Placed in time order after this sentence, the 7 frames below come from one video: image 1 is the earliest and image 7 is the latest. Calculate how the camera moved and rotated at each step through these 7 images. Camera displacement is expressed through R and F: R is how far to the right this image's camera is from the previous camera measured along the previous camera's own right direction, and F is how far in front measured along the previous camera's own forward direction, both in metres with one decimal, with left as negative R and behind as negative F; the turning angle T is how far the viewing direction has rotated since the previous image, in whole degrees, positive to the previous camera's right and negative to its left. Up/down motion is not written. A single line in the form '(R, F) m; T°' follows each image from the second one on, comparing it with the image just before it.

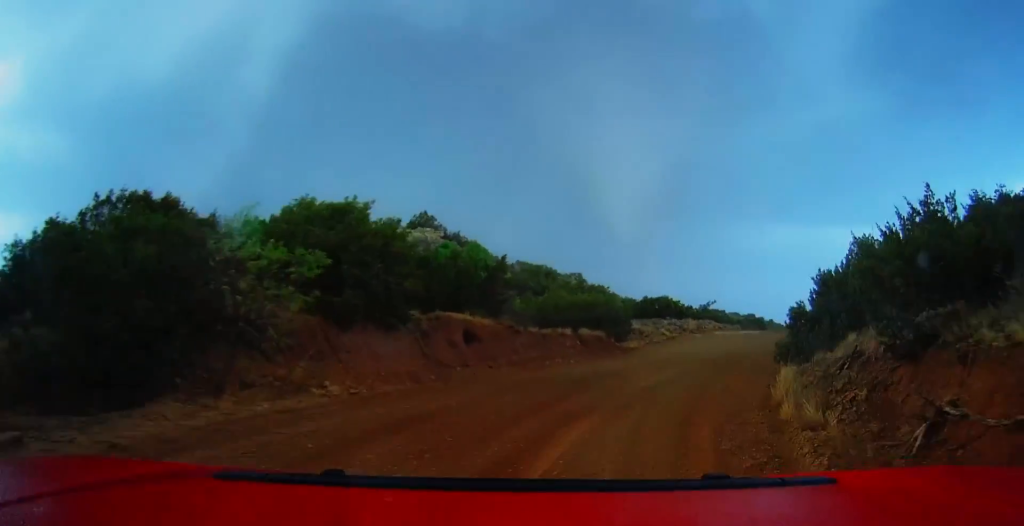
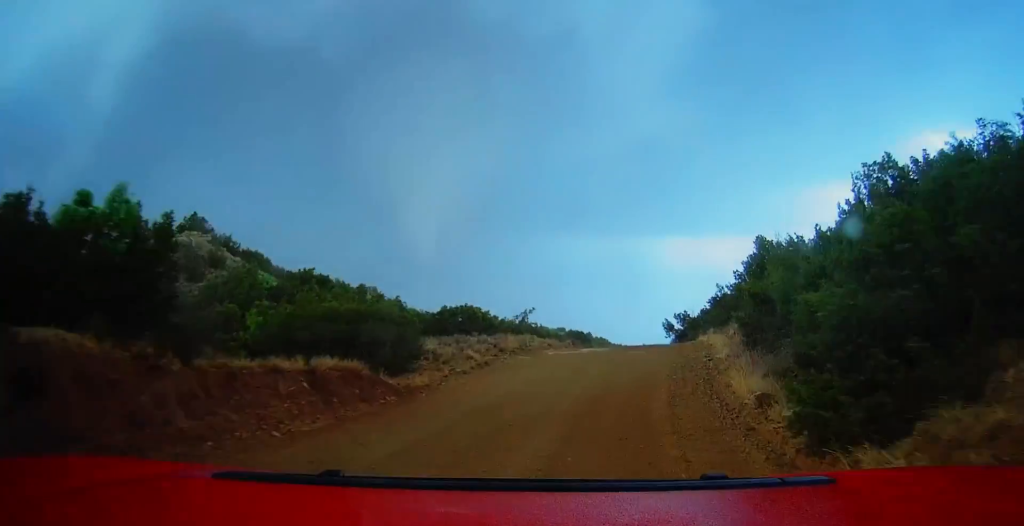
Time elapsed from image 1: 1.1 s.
(+1.4, +10.8) m; +17°
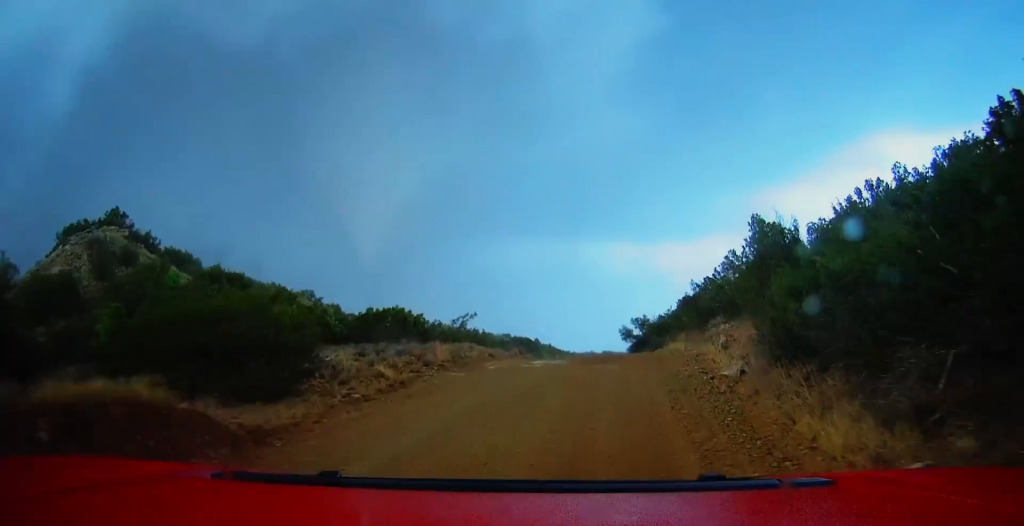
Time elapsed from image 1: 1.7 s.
(+0.3, +5.2) m; +8°
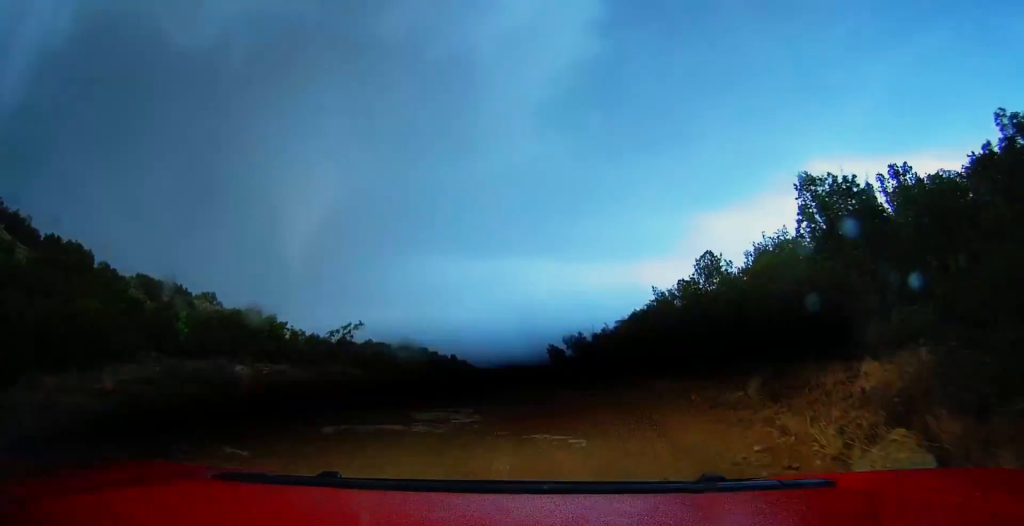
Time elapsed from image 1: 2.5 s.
(+1.1, +8.5) m; +9°
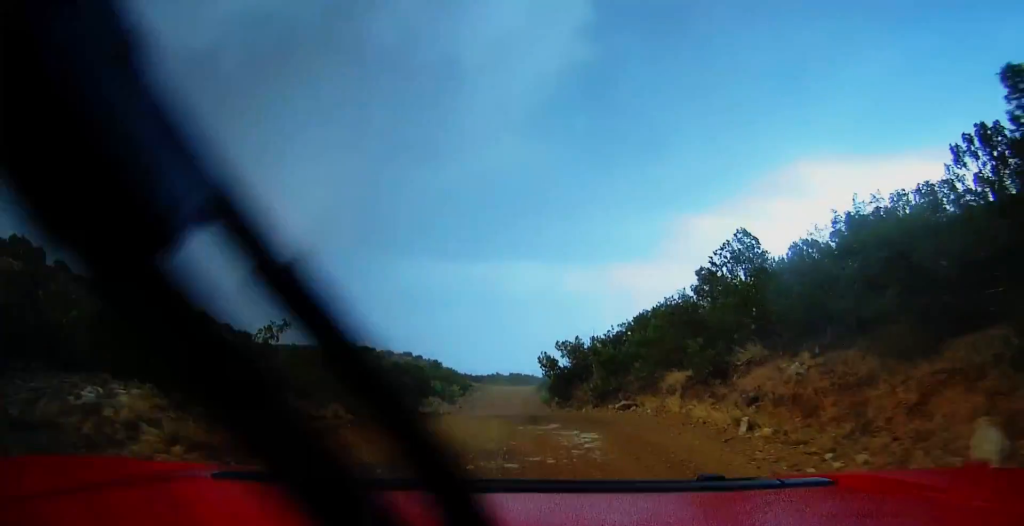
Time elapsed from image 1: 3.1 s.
(+0.2, +6.7) m; +2°
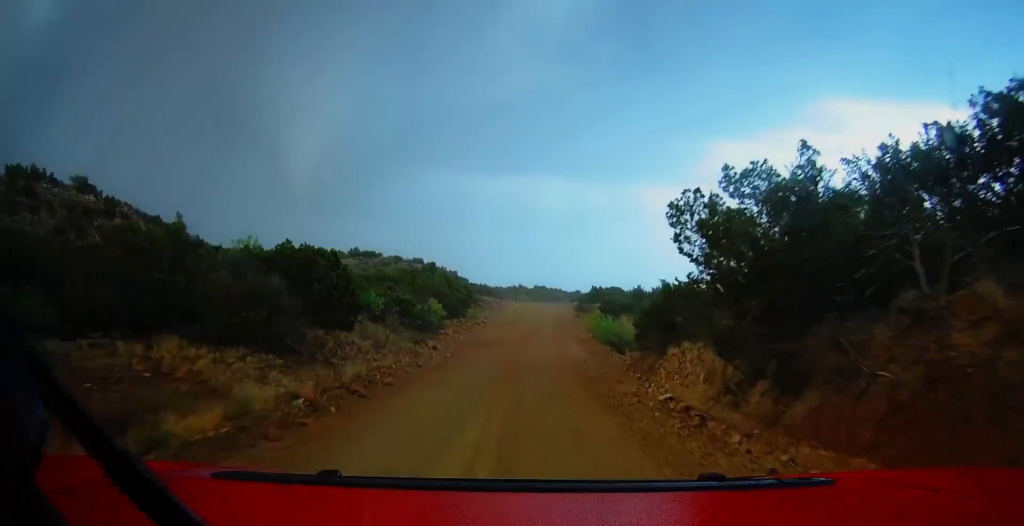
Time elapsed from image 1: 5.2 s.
(+0.2, +26.0) m; 0°
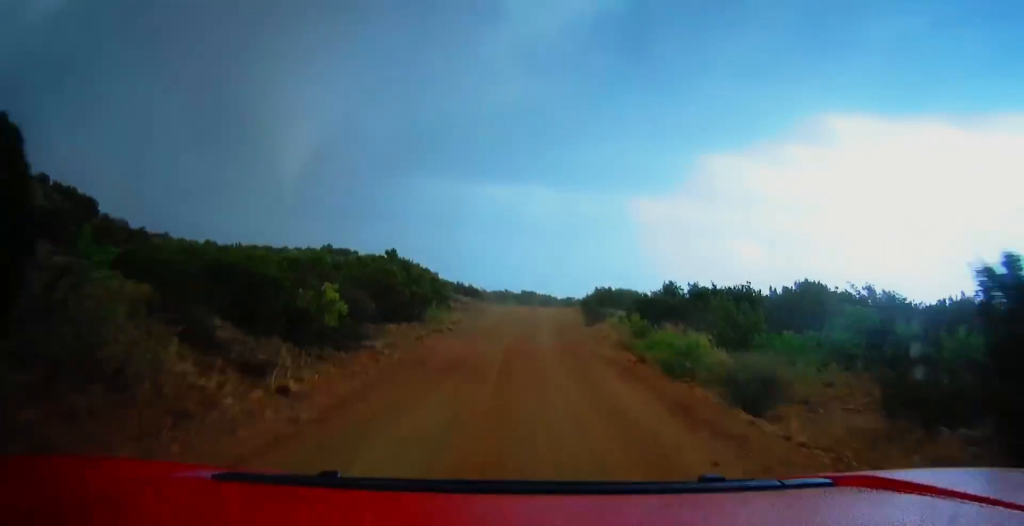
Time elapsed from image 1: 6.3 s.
(0.0, +15.2) m; +1°
